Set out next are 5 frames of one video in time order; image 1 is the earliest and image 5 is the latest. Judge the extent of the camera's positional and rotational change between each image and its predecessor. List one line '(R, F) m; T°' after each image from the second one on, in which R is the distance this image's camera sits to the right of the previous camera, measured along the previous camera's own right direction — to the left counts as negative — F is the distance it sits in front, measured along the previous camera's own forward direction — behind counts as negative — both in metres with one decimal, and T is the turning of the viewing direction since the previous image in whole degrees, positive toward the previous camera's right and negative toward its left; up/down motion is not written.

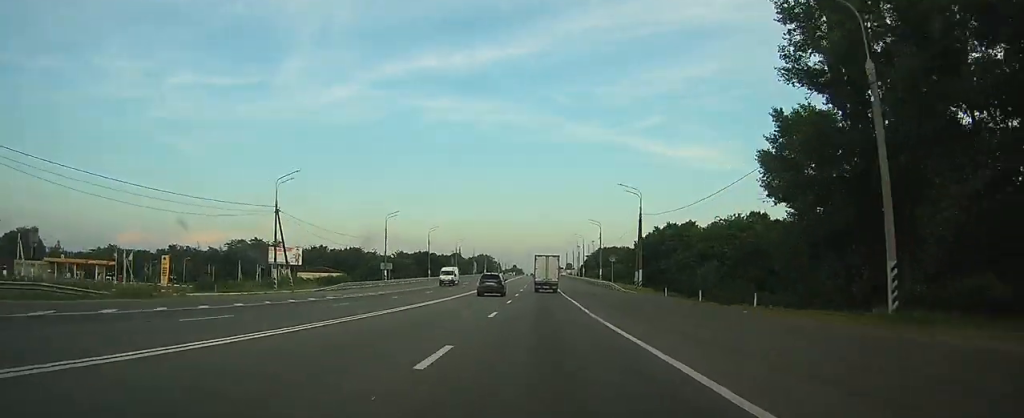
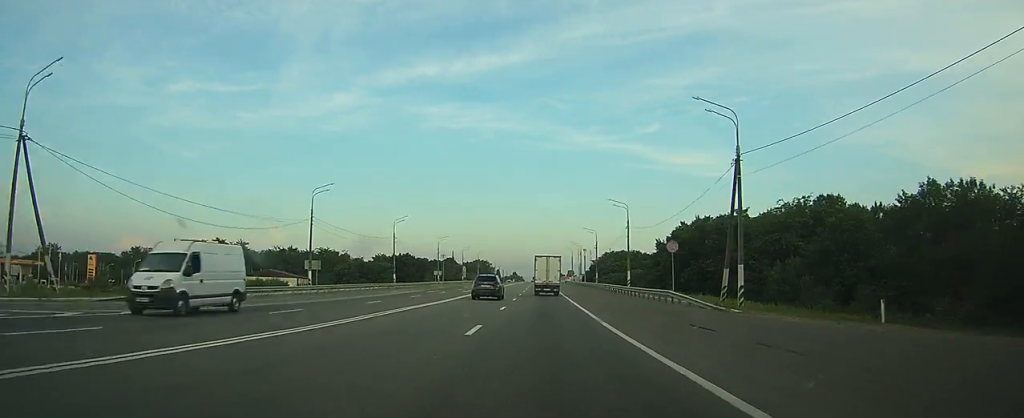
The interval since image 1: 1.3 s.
(0.0, +30.4) m; 0°
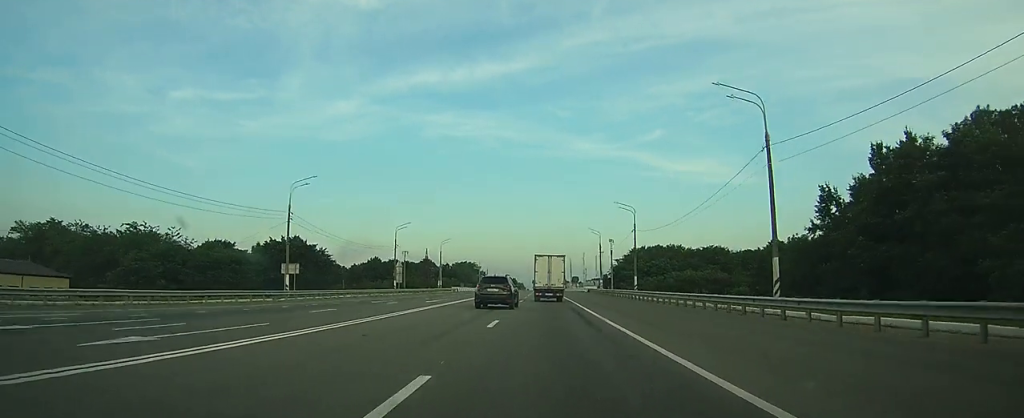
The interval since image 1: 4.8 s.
(-0.5, +80.8) m; -1°
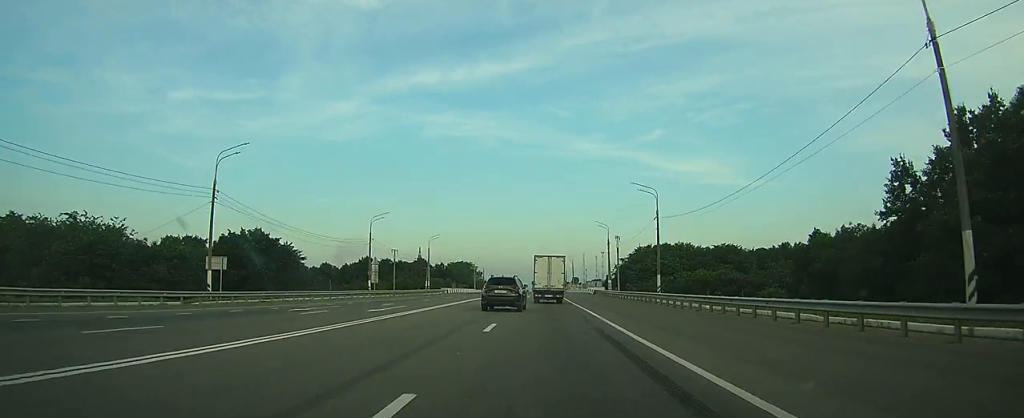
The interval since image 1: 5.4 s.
(0.0, +13.1) m; -1°
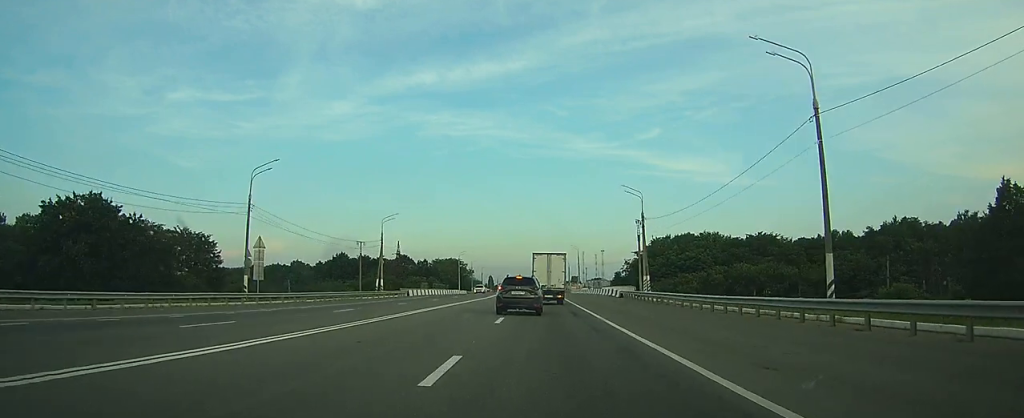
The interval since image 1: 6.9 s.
(-0.4, +32.3) m; 0°
